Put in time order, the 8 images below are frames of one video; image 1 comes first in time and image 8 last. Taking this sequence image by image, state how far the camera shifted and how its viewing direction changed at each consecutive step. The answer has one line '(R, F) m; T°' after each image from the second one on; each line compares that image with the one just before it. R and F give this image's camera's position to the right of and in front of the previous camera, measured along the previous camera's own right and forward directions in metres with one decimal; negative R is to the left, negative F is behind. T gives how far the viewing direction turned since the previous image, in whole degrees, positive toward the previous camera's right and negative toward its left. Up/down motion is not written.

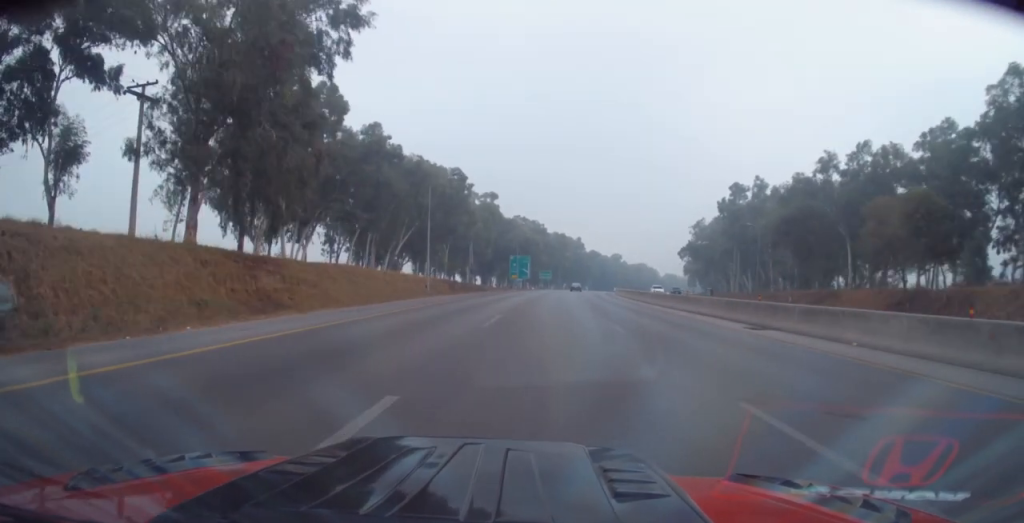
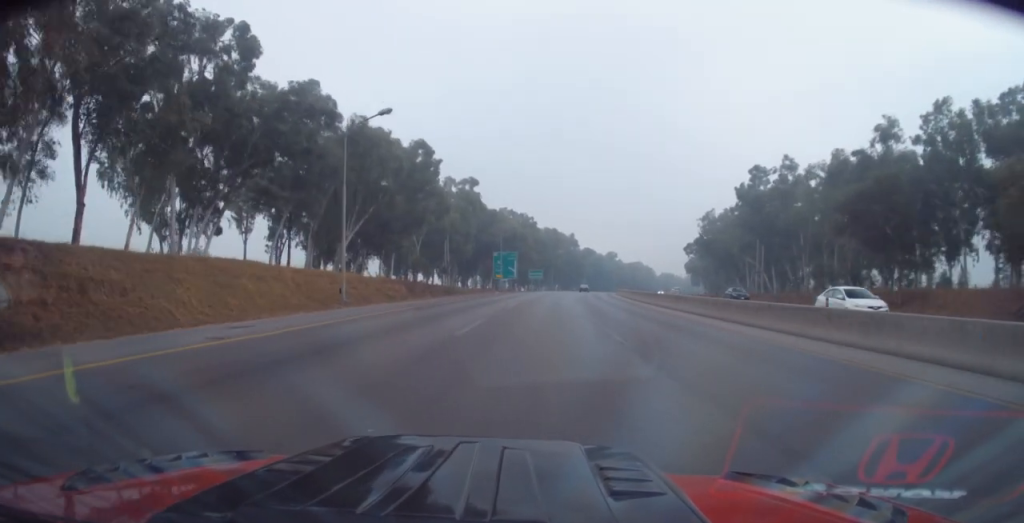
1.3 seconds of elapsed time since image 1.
(+0.4, +18.4) m; 0°
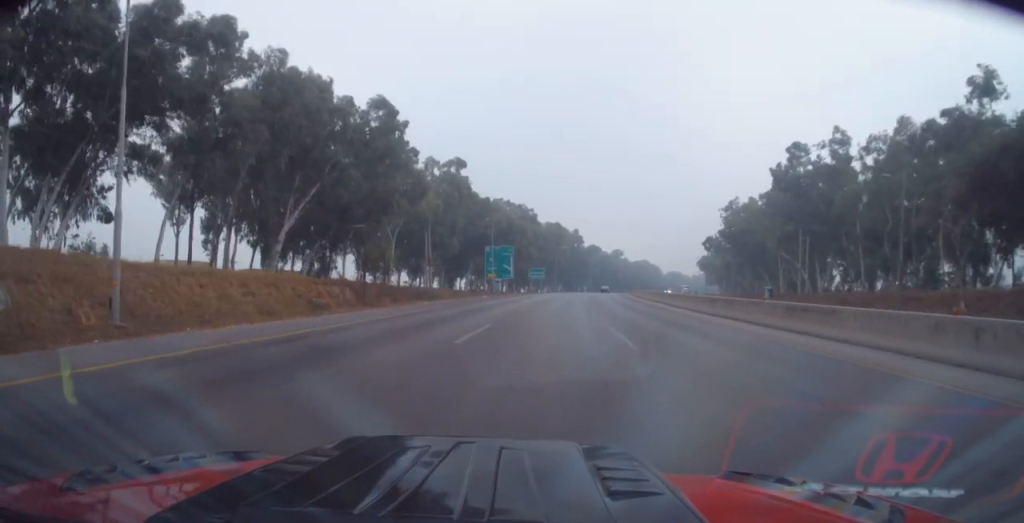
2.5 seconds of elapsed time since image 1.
(-0.3, +17.4) m; -2°
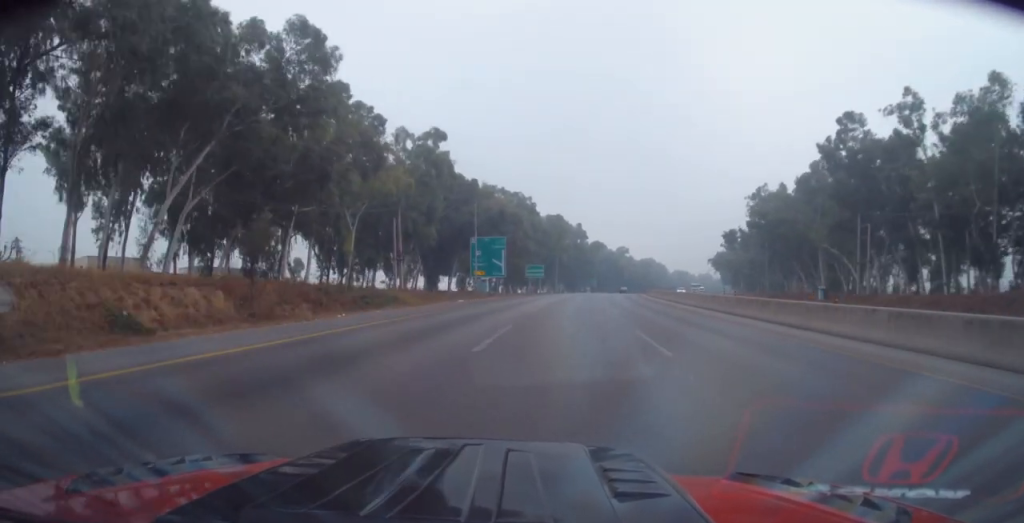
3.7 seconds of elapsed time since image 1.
(0.0, +17.1) m; +2°
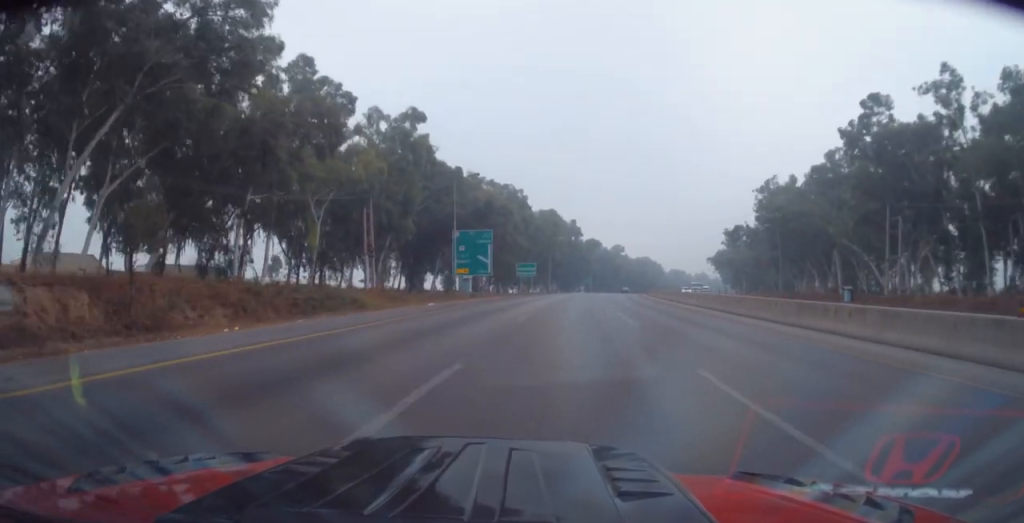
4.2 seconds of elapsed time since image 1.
(+0.2, +8.1) m; +1°
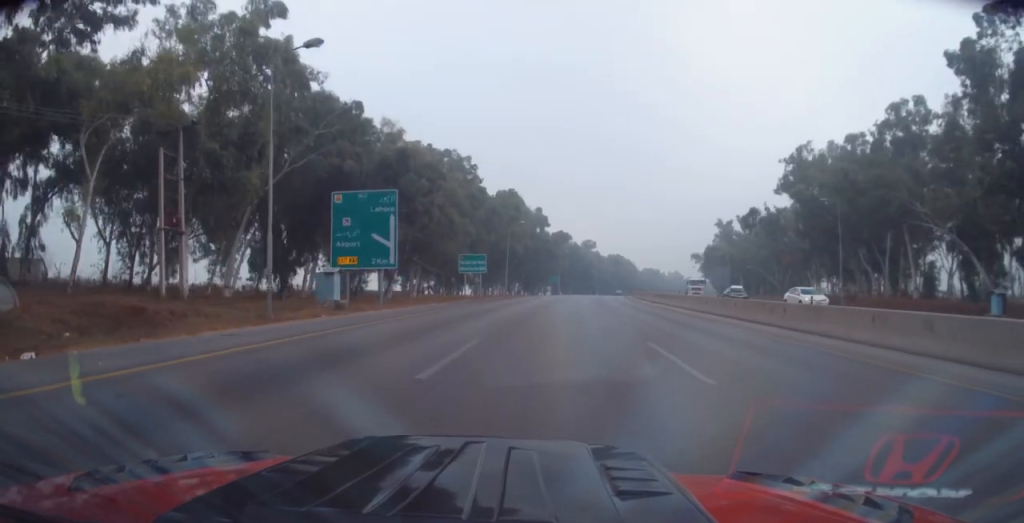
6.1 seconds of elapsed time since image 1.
(+1.0, +27.0) m; +3°
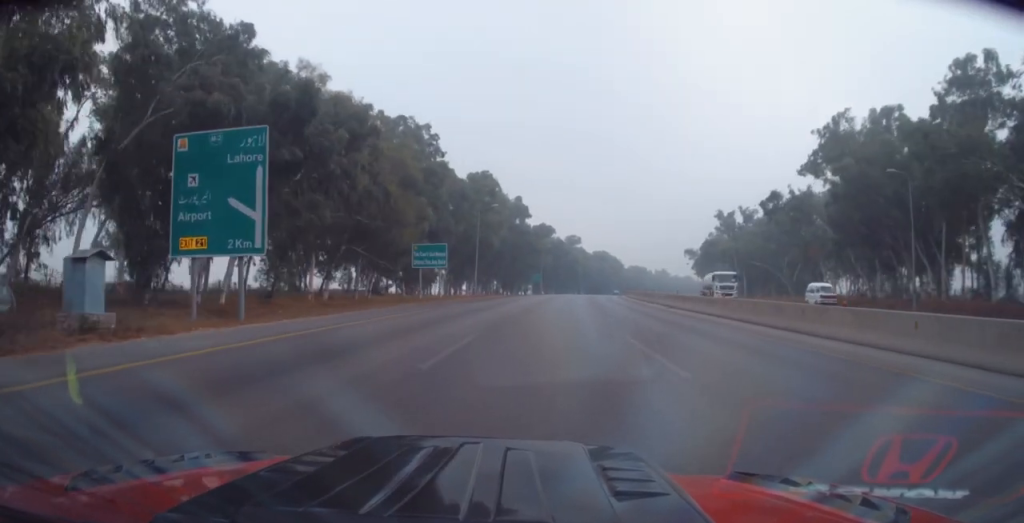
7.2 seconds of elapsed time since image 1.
(-0.2, +15.2) m; 0°
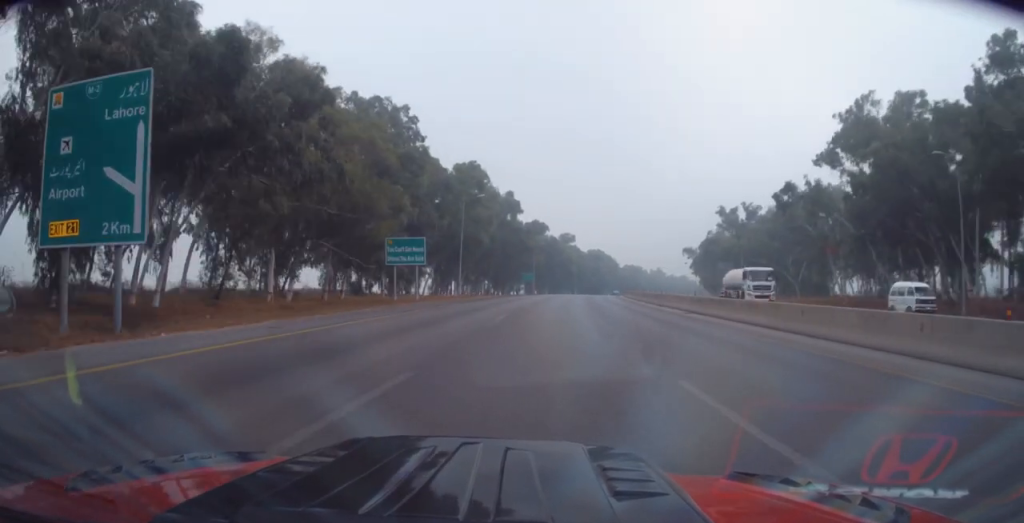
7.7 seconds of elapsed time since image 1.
(-0.1, +6.6) m; 0°
